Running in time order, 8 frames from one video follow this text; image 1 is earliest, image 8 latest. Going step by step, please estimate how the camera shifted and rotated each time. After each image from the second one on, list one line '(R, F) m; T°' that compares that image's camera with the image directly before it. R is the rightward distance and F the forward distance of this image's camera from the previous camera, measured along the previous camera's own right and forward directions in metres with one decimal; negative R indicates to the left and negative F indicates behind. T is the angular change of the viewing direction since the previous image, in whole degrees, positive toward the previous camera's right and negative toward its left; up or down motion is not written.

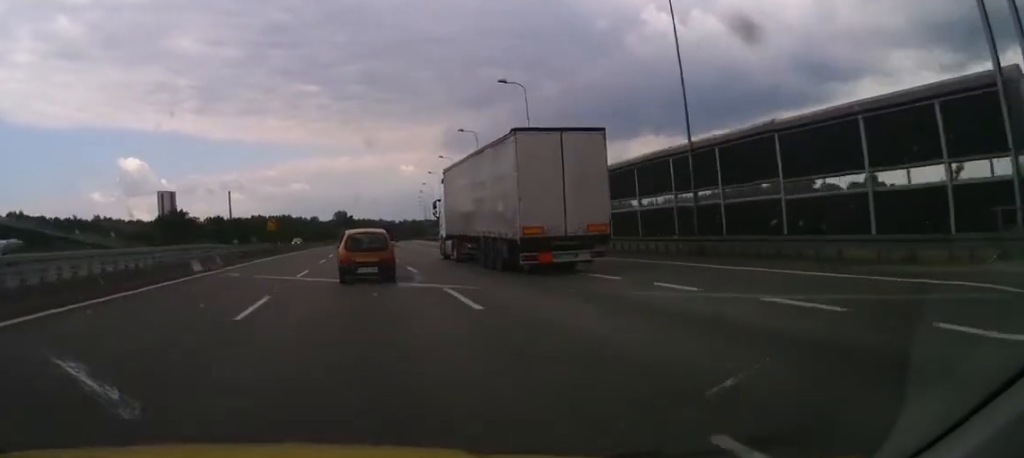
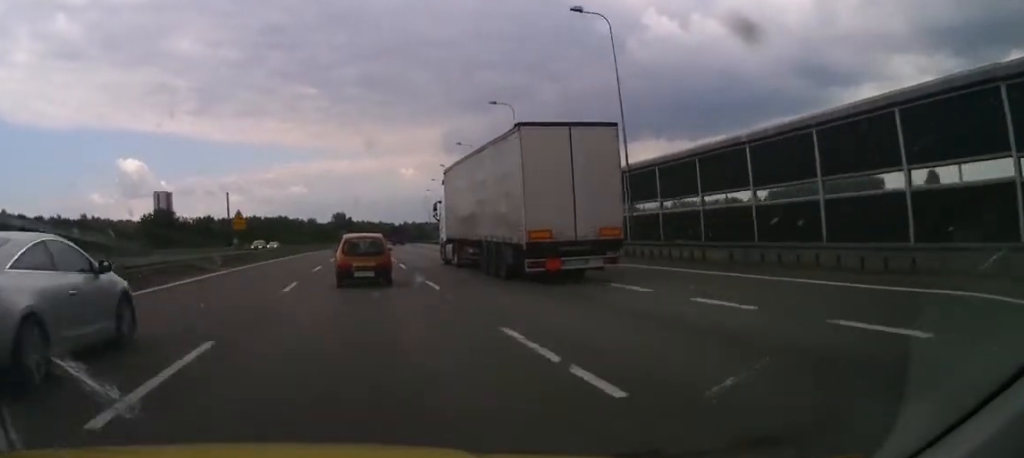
(+0.1, +18.4) m; 0°
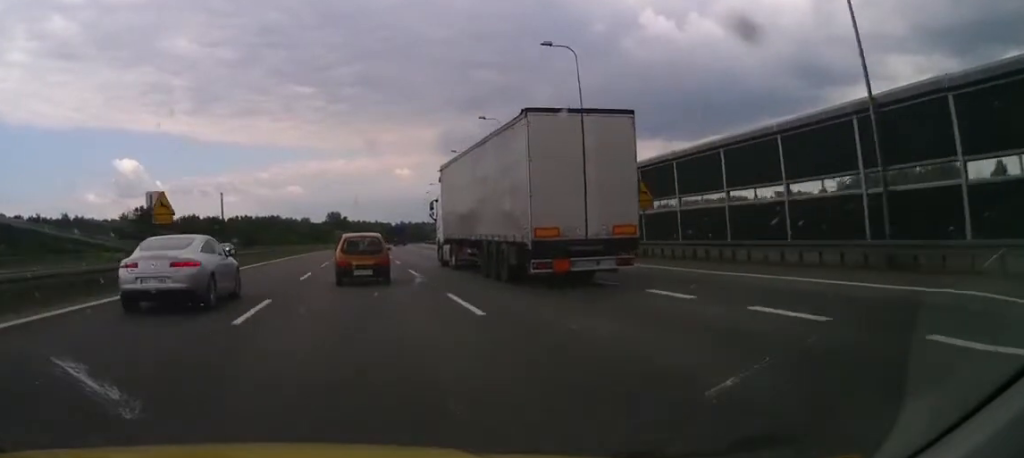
(0.0, +18.3) m; 0°
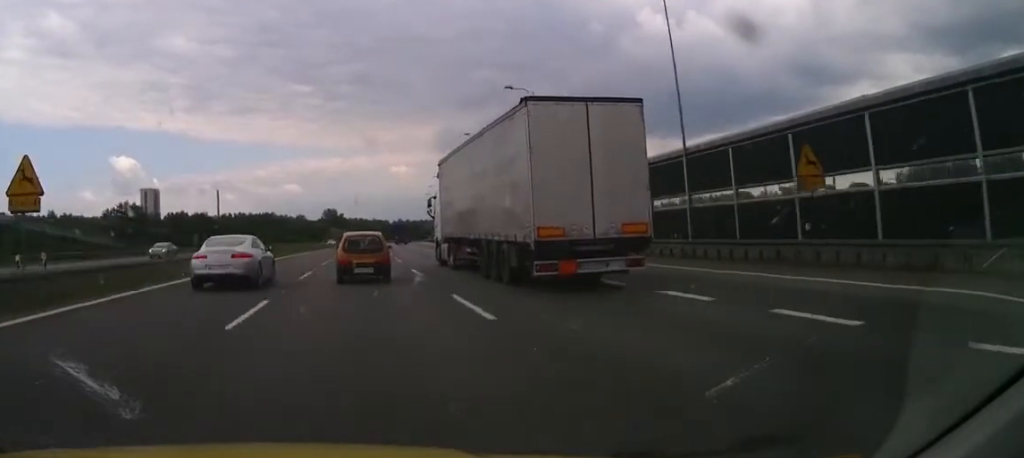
(+0.1, +12.7) m; 0°
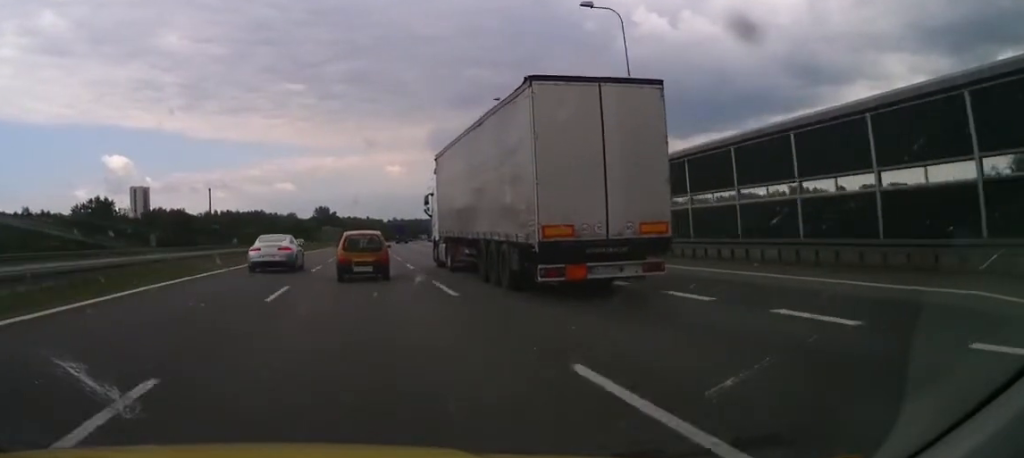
(0.0, +19.8) m; 0°
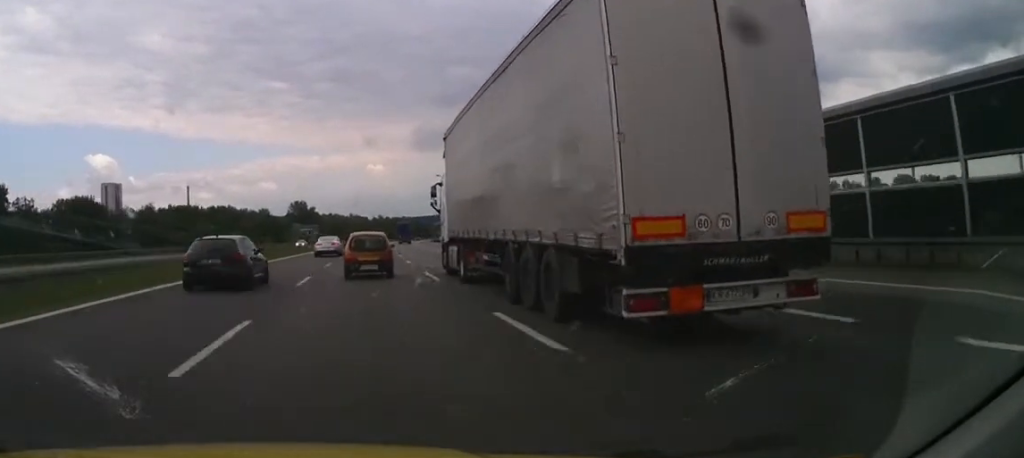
(+1.2, +54.9) m; +3°
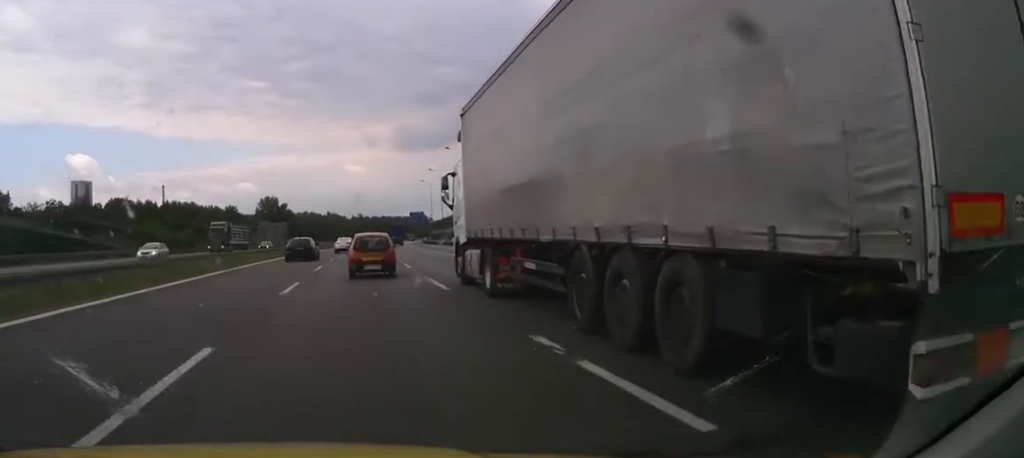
(+0.4, +38.3) m; +1°
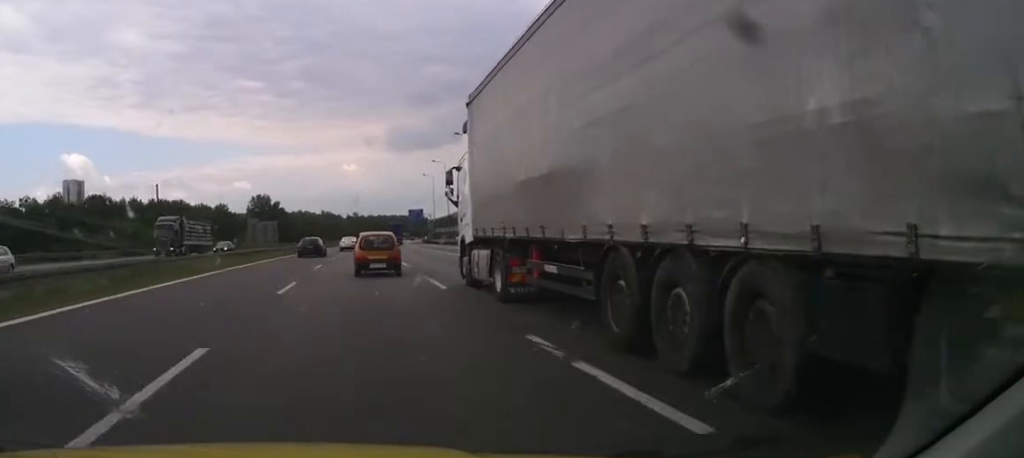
(0.0, +12.0) m; 0°
